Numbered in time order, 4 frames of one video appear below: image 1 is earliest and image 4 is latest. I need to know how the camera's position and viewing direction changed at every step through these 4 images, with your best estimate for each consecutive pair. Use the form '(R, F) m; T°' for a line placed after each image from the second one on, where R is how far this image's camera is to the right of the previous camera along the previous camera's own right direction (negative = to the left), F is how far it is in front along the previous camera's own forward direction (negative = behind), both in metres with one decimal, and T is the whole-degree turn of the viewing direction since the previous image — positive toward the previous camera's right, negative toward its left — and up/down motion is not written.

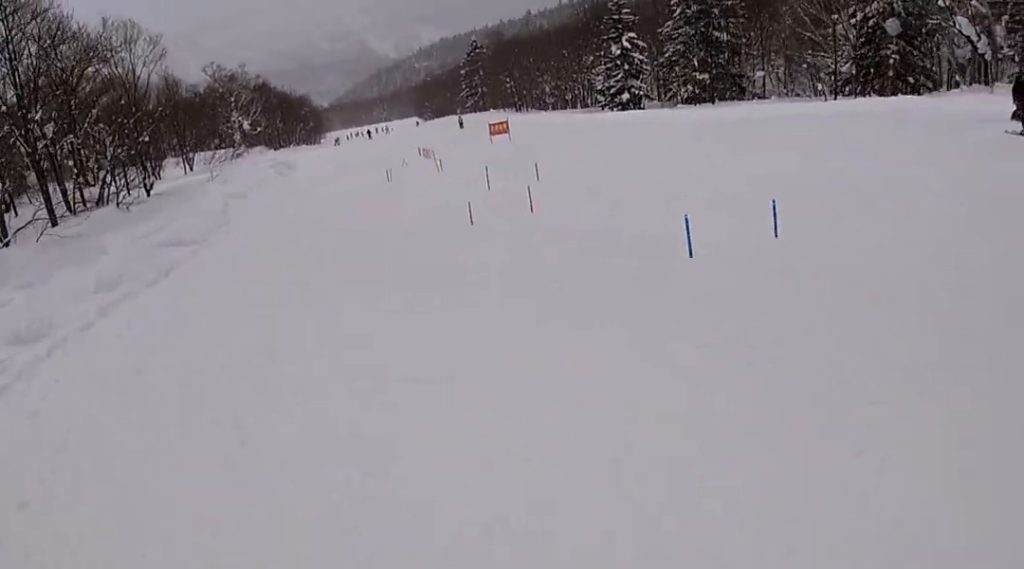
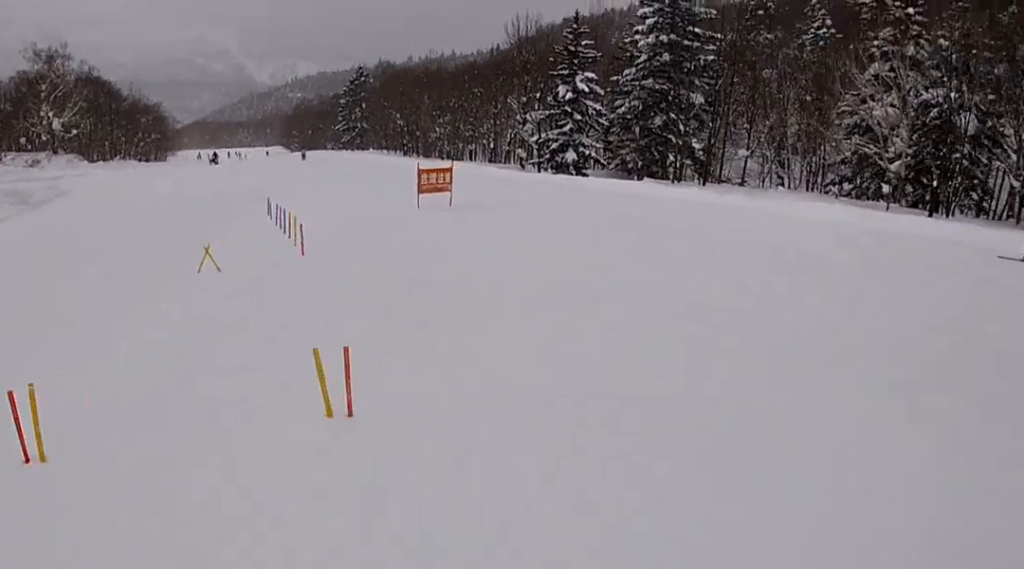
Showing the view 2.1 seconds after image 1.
(+7.5, +17.3) m; +40°
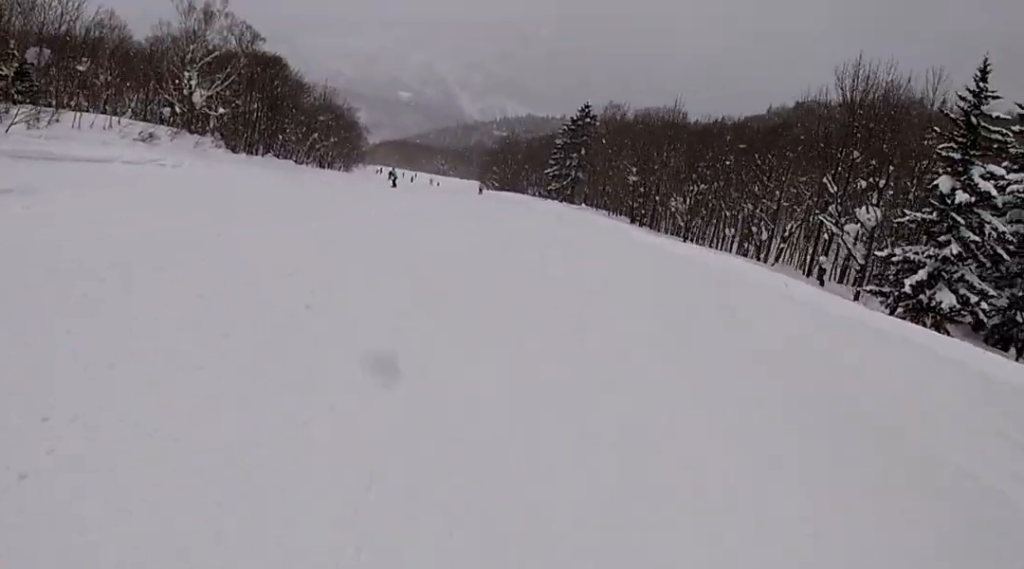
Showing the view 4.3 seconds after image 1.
(-5.4, +17.0) m; -27°
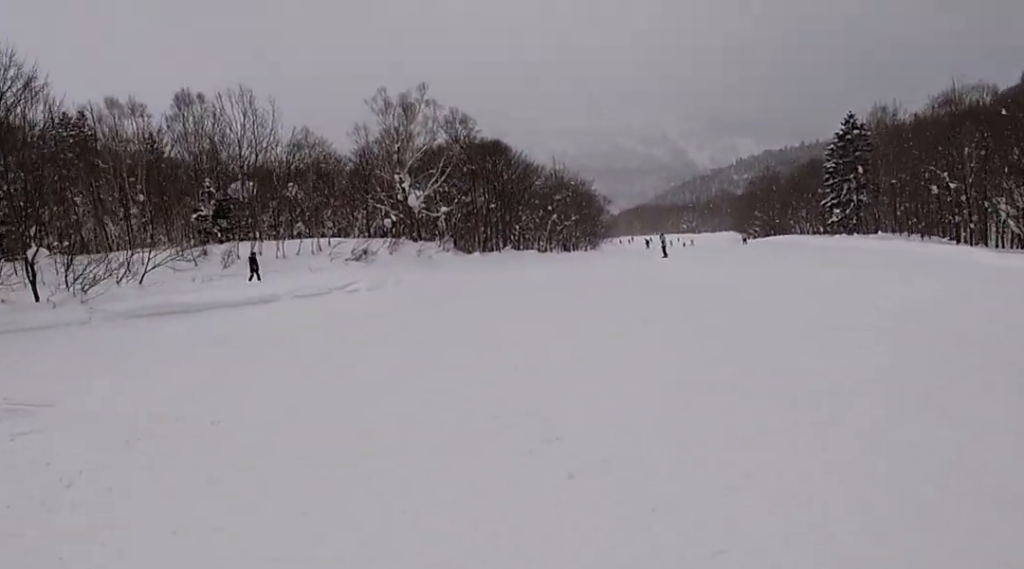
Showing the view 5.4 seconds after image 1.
(+0.3, +8.9) m; 0°
